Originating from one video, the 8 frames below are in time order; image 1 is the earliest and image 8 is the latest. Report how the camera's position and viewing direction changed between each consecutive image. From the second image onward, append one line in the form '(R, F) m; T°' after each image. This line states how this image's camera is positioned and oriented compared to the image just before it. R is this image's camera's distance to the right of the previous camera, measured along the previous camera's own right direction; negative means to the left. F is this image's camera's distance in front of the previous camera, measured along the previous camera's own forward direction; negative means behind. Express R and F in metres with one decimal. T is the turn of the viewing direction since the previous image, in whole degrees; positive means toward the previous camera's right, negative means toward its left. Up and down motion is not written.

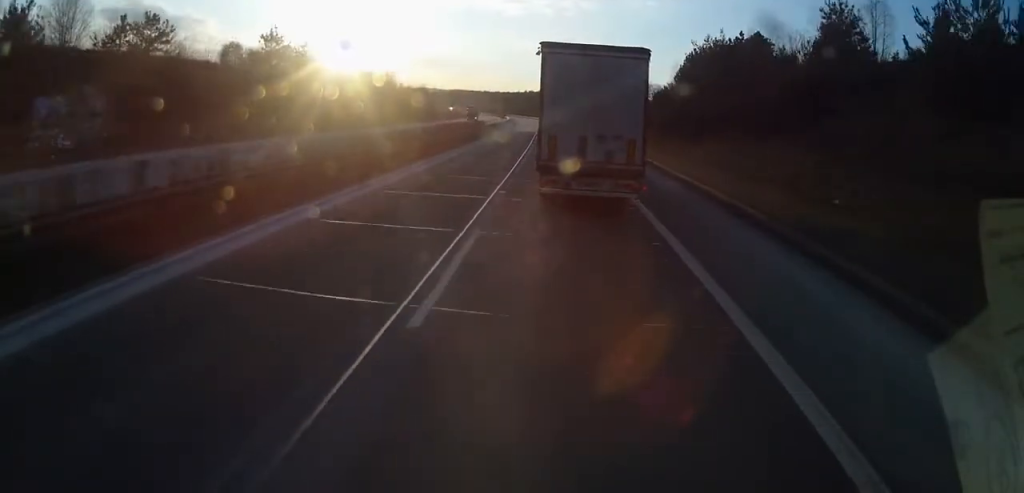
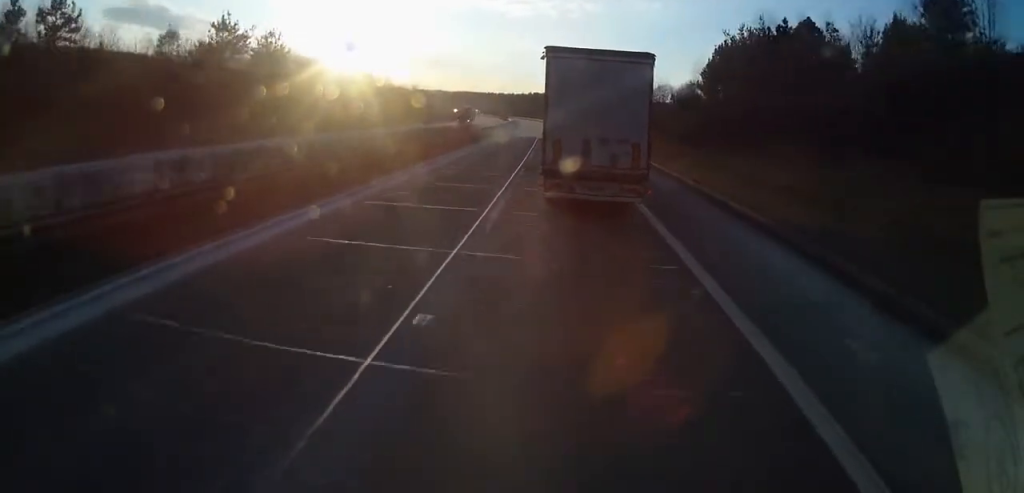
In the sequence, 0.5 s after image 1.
(0.0, +11.6) m; 0°
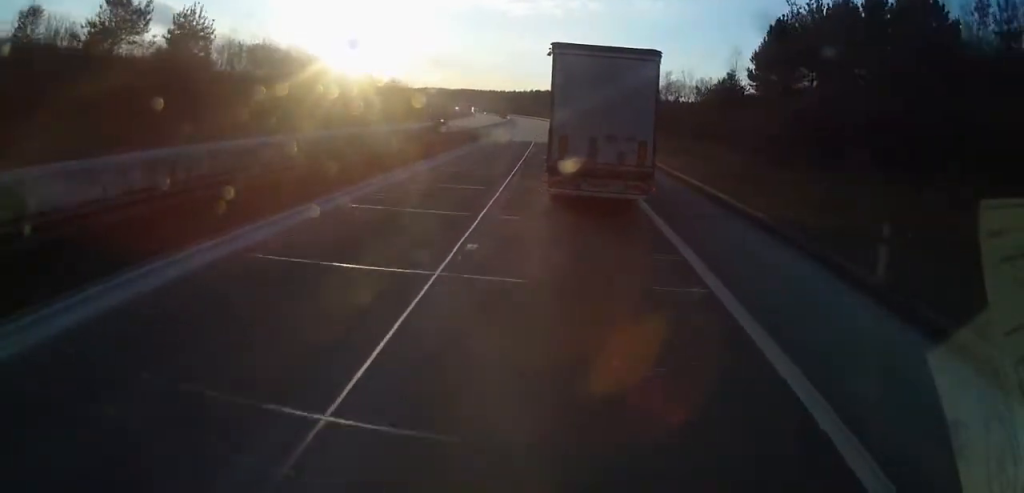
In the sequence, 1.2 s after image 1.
(0.0, +16.3) m; 0°
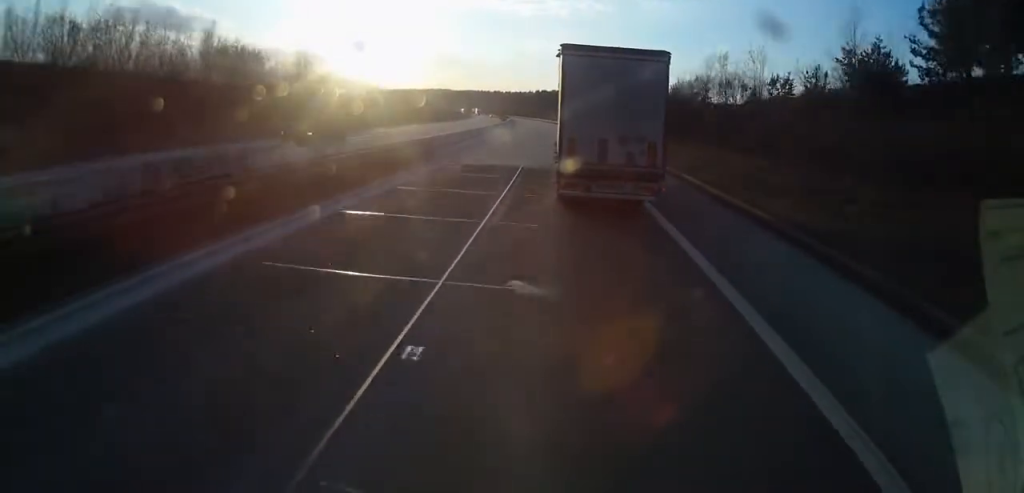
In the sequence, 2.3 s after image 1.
(-0.1, +25.6) m; 0°
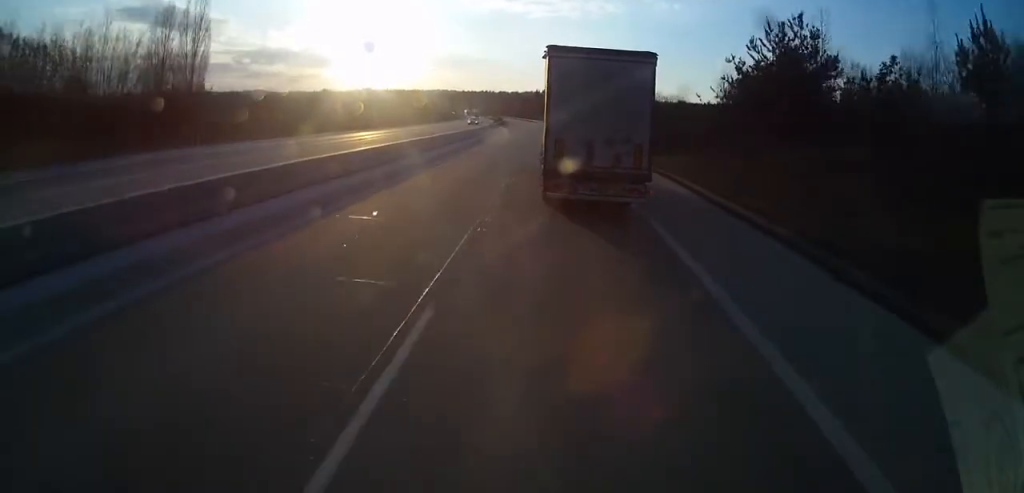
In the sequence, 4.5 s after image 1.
(-0.2, +50.5) m; -1°
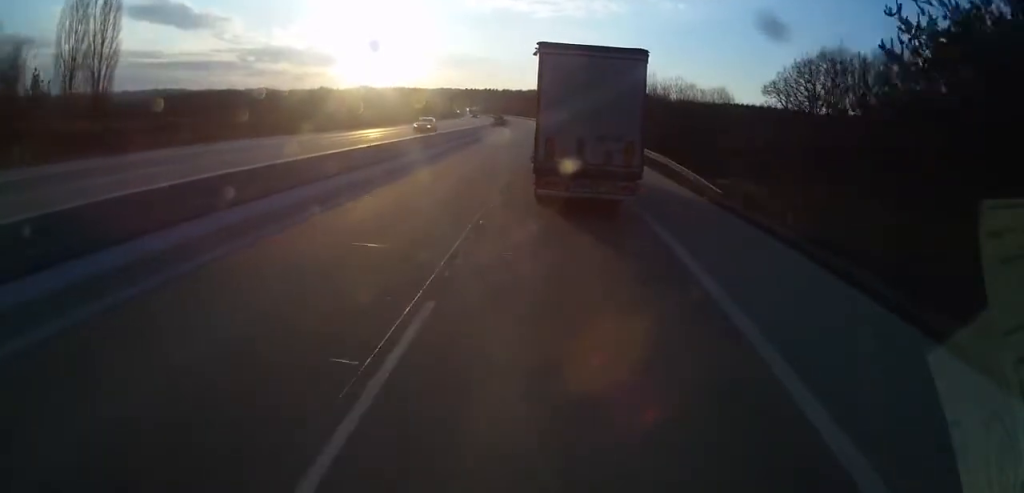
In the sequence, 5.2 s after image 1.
(-0.3, +17.8) m; -1°
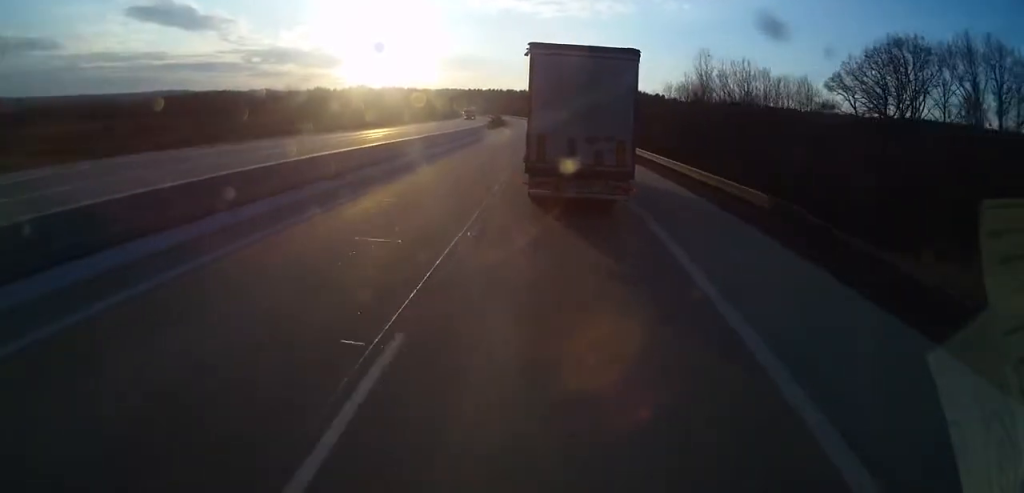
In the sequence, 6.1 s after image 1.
(-0.2, +19.5) m; -1°
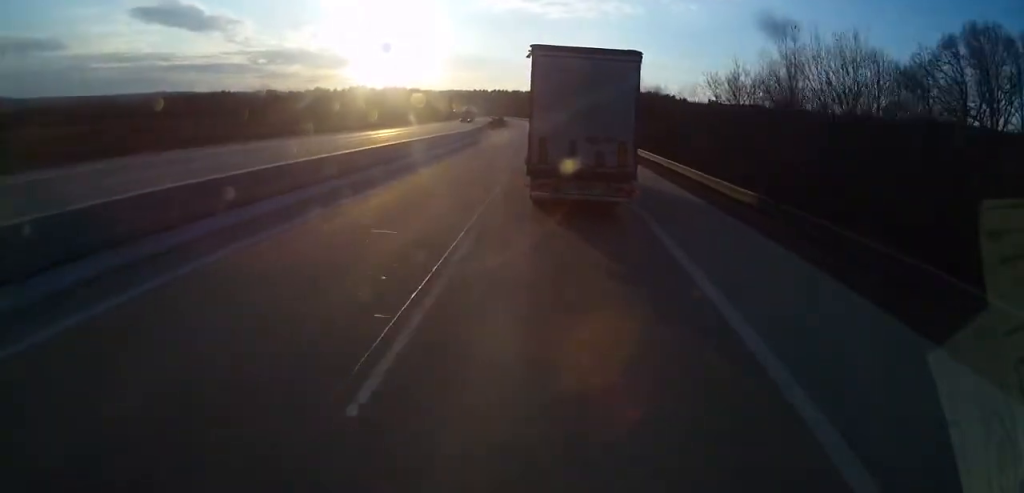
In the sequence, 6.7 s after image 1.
(0.0, +14.0) m; 0°
